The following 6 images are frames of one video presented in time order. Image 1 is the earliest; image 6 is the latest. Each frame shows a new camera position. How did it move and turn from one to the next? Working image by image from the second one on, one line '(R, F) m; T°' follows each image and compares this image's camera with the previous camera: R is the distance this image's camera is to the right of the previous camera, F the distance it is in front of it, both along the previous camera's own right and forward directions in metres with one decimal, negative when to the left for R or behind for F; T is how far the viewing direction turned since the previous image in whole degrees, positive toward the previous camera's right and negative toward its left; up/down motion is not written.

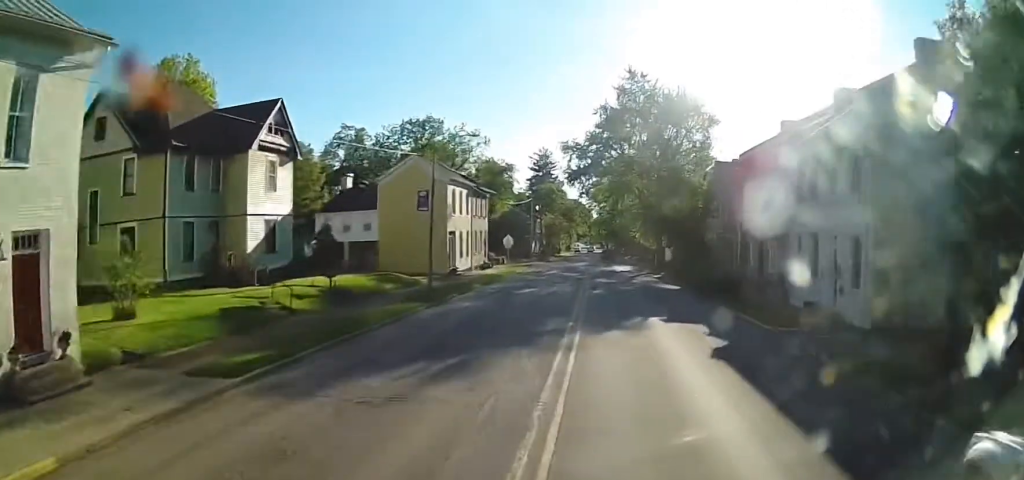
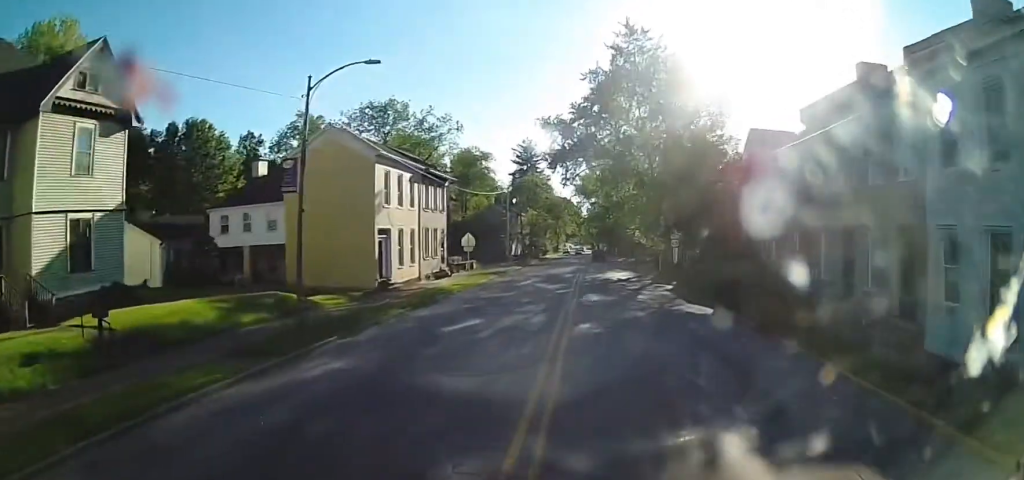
(-0.2, +13.3) m; 0°
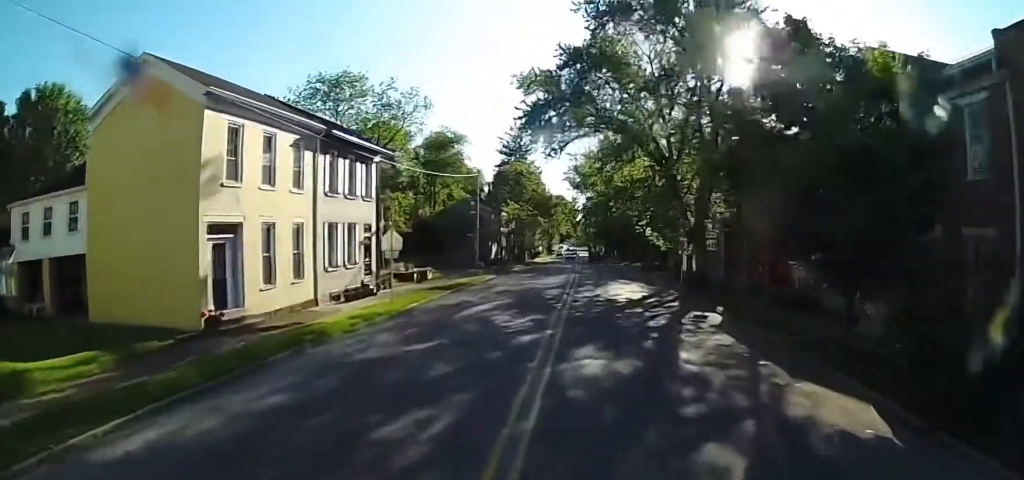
(+0.7, +15.2) m; +6°
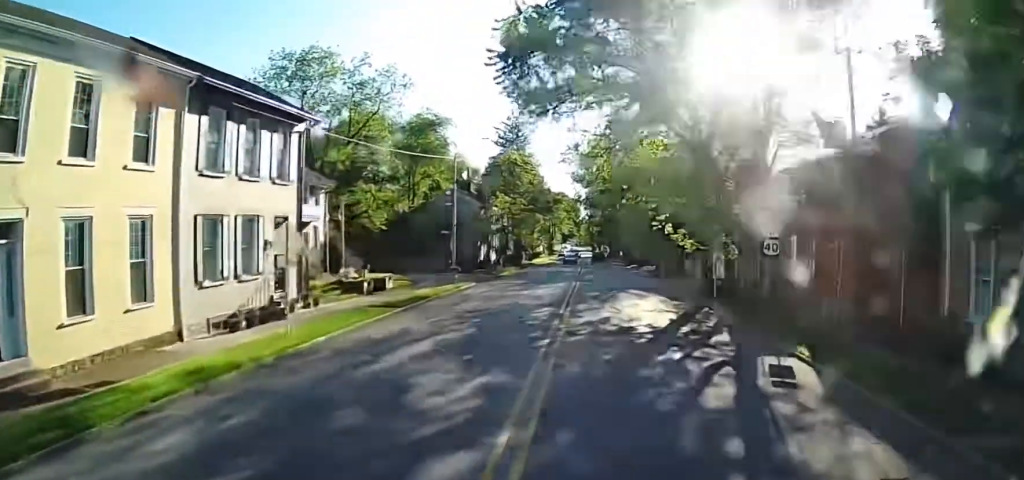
(+0.4, +9.6) m; +1°
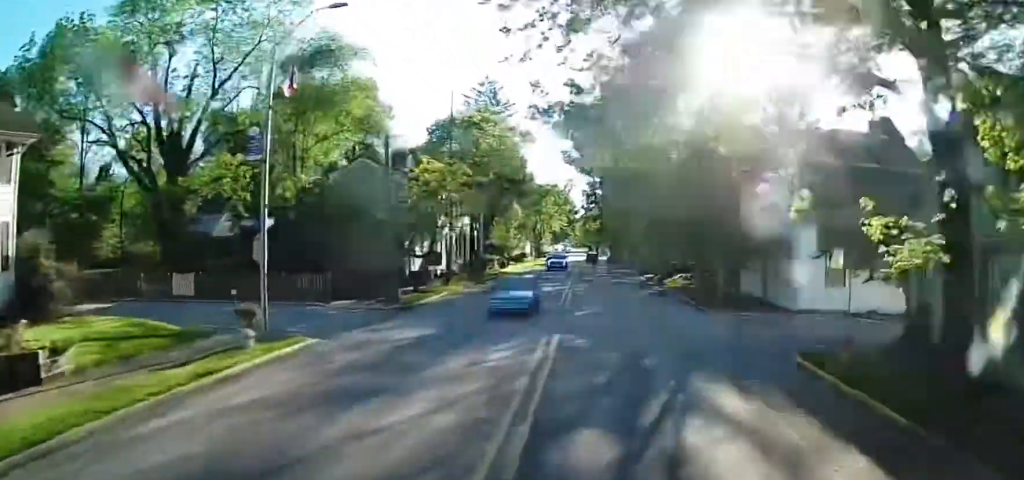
(-0.7, +23.2) m; -2°
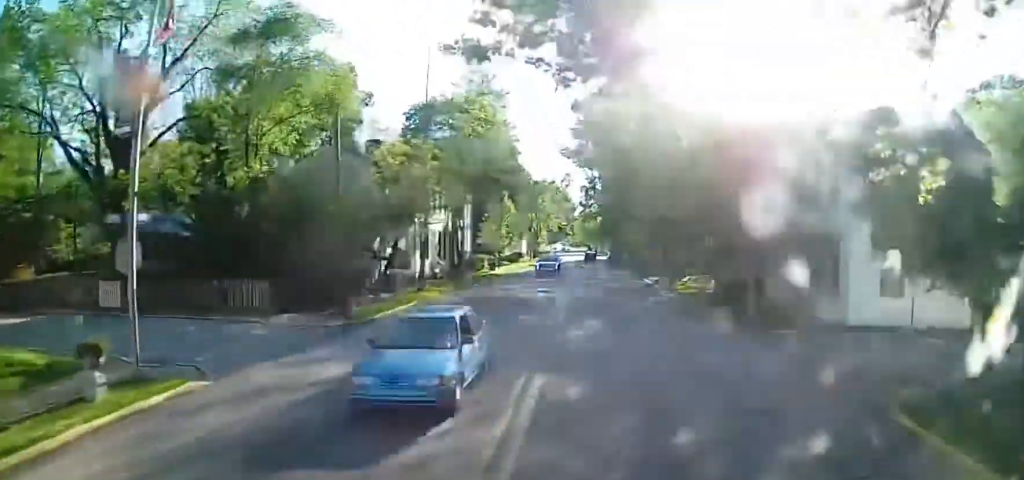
(0.0, +6.0) m; 0°
